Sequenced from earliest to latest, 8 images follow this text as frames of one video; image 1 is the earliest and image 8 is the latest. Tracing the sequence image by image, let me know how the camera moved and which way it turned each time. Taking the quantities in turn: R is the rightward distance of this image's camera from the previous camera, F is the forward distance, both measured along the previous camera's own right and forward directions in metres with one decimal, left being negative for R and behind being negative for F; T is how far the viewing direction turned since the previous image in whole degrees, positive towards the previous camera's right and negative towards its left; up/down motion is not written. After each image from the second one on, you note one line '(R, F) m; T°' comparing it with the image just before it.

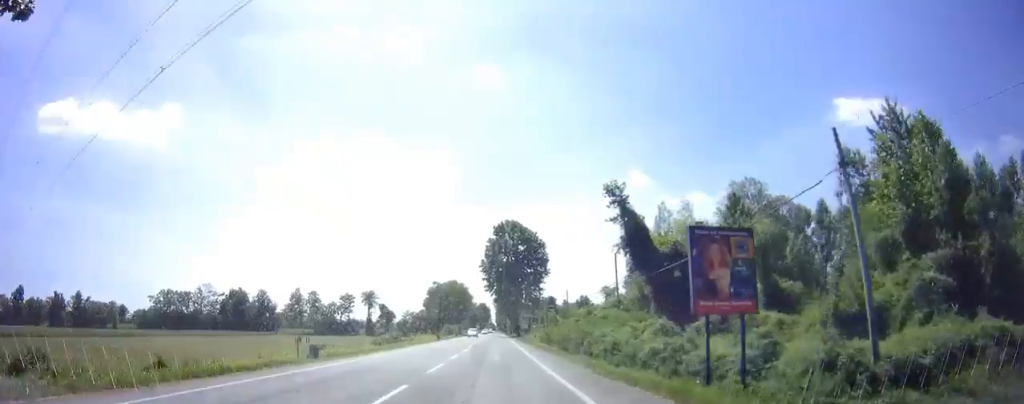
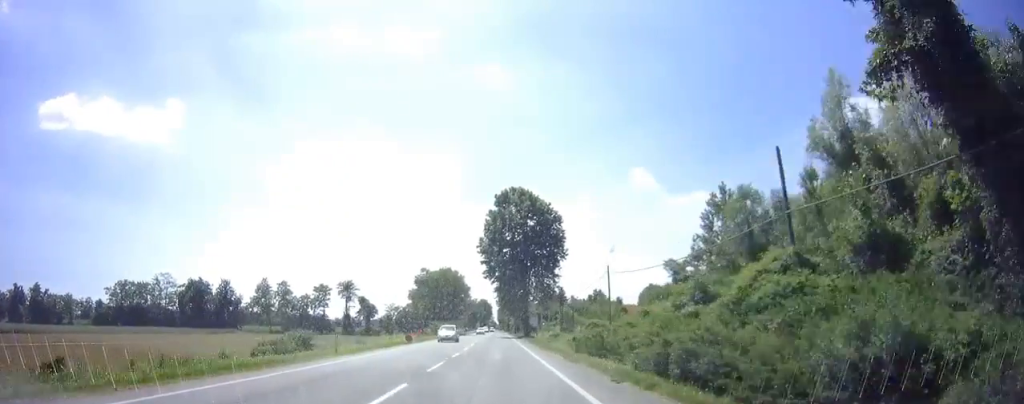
(0.0, +22.2) m; 0°
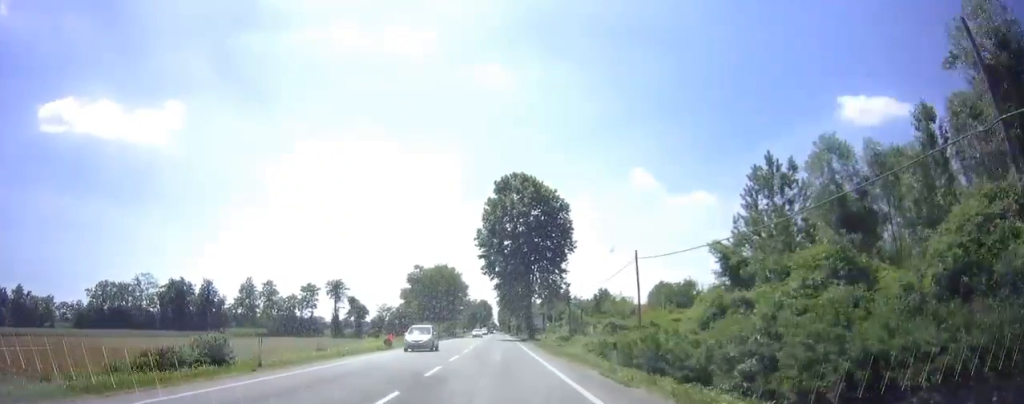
(0.0, +8.2) m; 0°
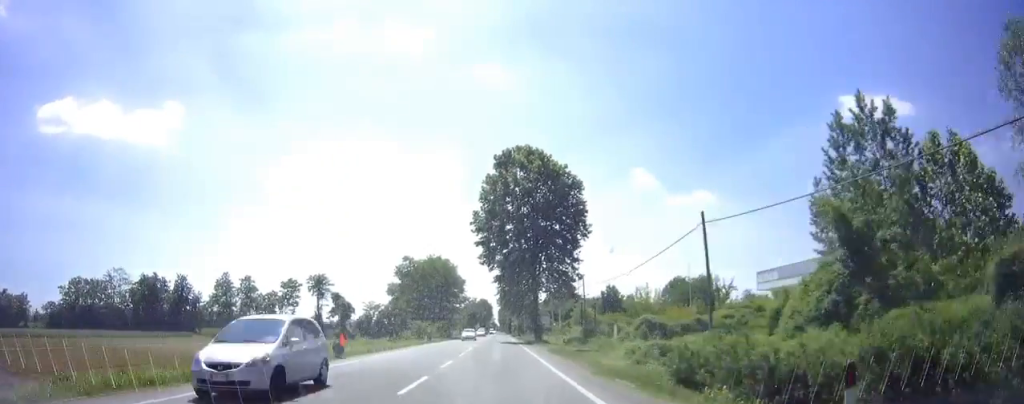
(+0.1, +10.8) m; -1°
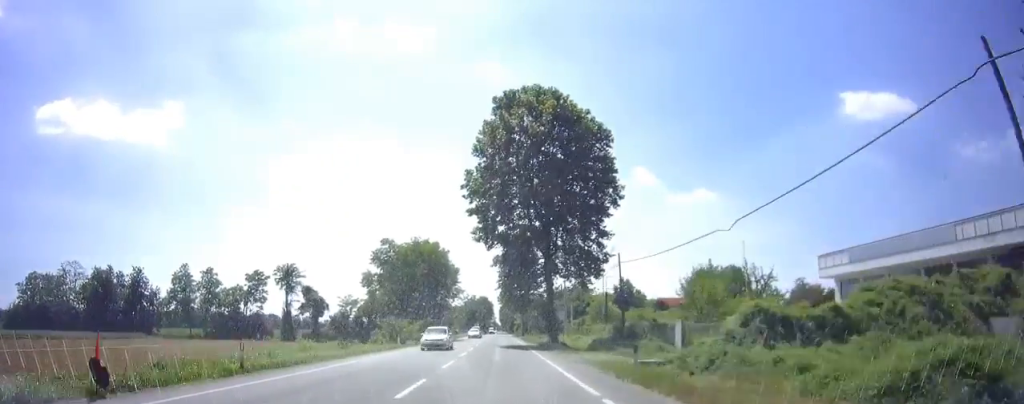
(-0.3, +15.3) m; 0°
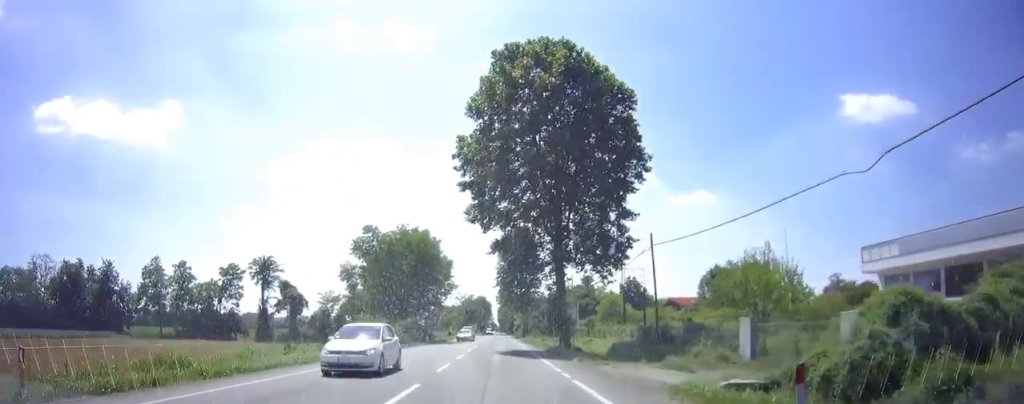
(0.0, +9.5) m; 0°
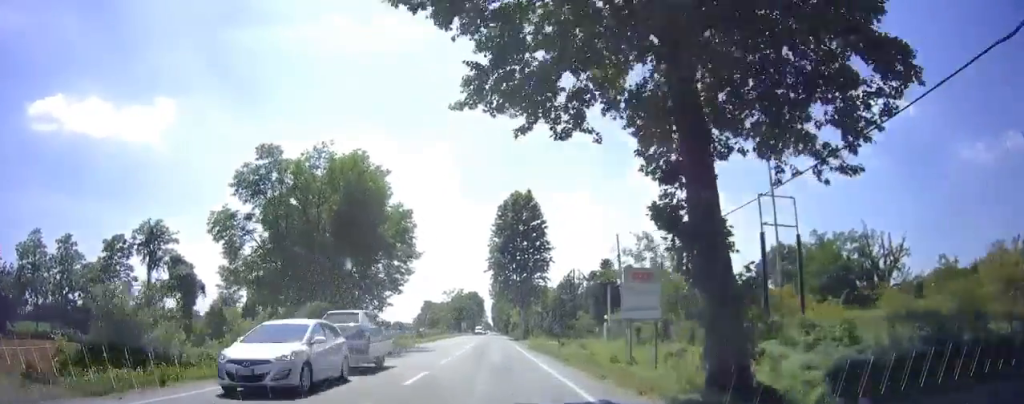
(+0.4, +24.8) m; +1°
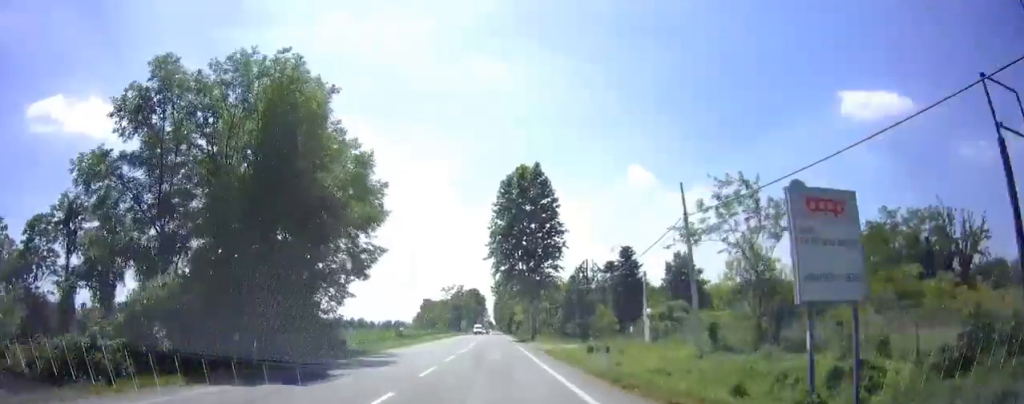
(0.0, +12.1) m; 0°
